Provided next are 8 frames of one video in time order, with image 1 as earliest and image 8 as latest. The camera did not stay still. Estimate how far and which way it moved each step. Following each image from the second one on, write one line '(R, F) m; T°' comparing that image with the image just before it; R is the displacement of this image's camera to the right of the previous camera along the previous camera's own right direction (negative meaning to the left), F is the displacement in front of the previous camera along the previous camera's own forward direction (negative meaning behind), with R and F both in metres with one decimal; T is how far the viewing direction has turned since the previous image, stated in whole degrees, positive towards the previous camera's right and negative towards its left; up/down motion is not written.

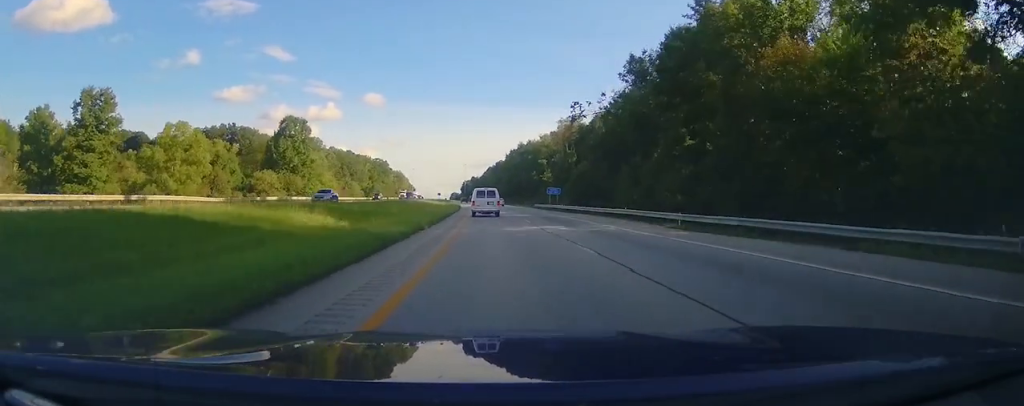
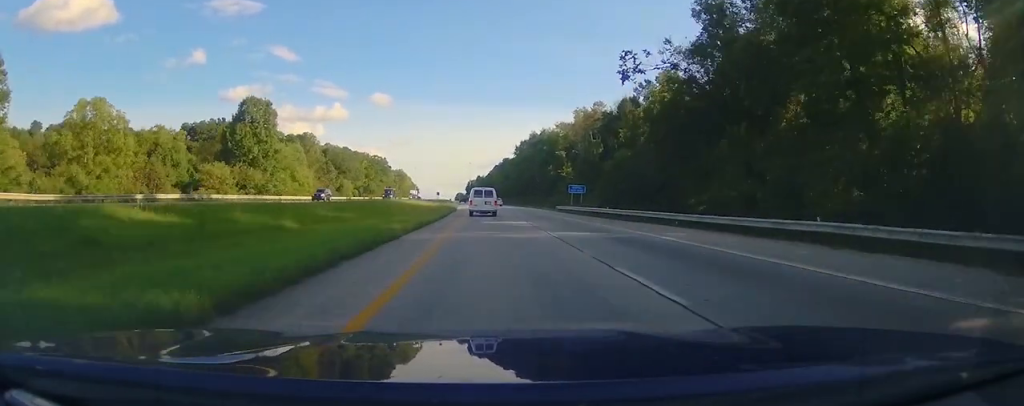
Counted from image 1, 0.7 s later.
(-0.3, +24.8) m; -1°
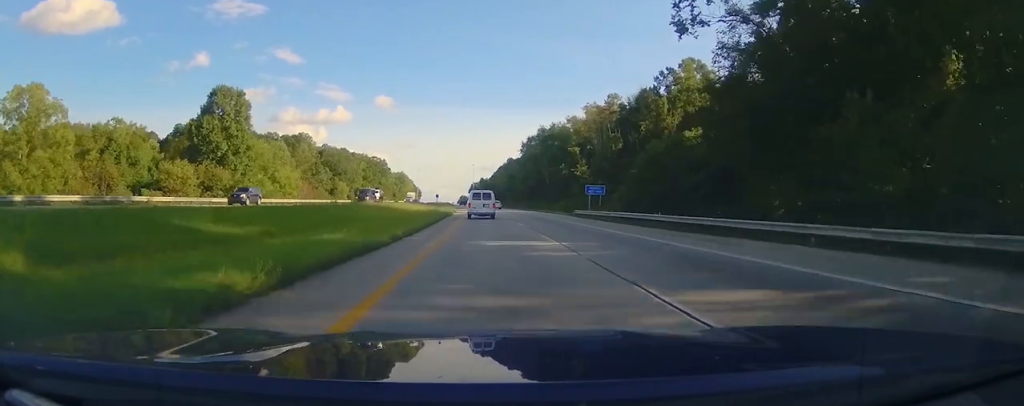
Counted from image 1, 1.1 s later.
(0.0, +13.5) m; 0°
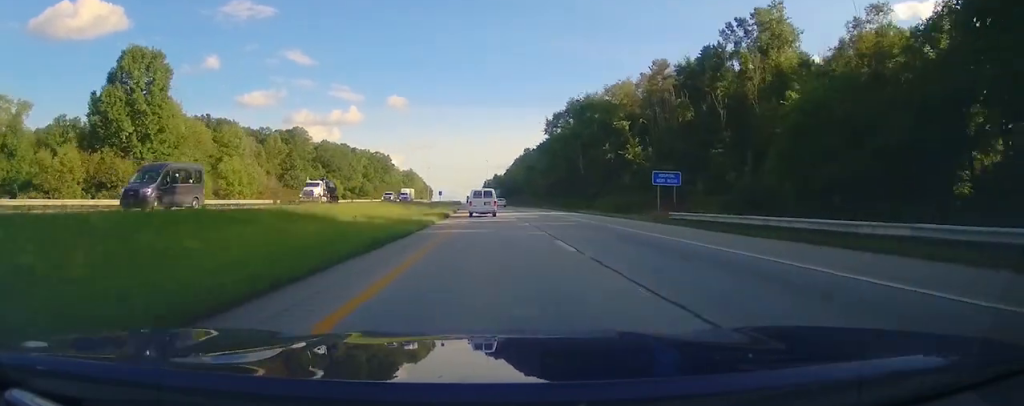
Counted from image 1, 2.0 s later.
(0.0, +28.3) m; 0°
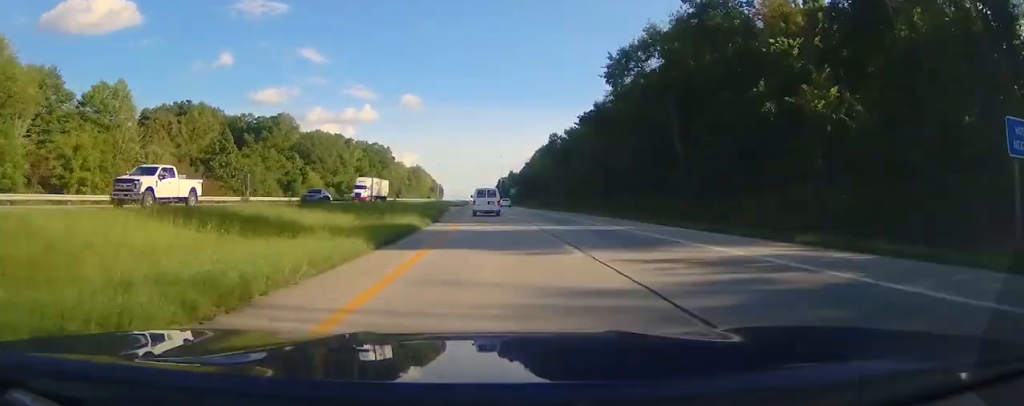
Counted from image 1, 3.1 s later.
(0.0, +38.4) m; 0°
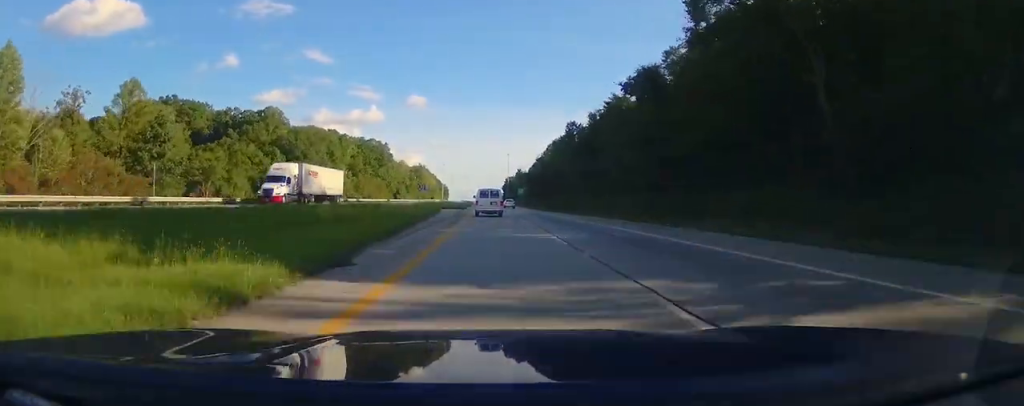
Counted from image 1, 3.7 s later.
(0.0, +20.4) m; 0°
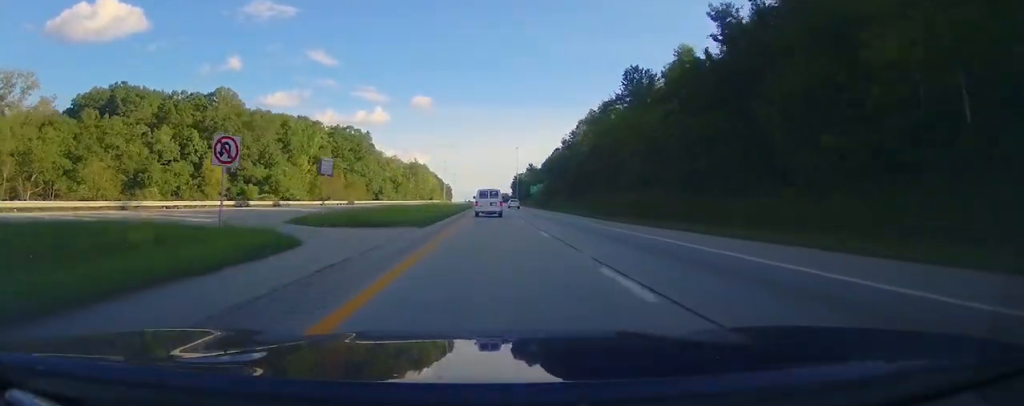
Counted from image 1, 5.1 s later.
(-0.7, +46.4) m; -2°
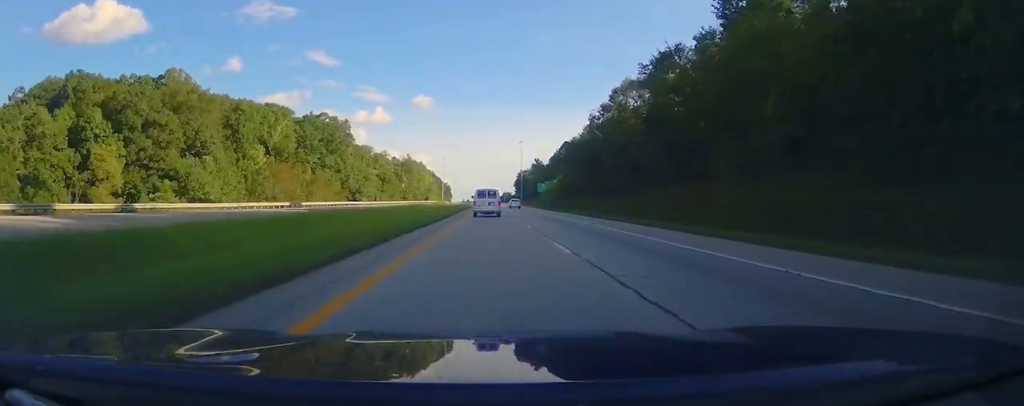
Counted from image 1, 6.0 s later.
(-0.2, +30.6) m; 0°
